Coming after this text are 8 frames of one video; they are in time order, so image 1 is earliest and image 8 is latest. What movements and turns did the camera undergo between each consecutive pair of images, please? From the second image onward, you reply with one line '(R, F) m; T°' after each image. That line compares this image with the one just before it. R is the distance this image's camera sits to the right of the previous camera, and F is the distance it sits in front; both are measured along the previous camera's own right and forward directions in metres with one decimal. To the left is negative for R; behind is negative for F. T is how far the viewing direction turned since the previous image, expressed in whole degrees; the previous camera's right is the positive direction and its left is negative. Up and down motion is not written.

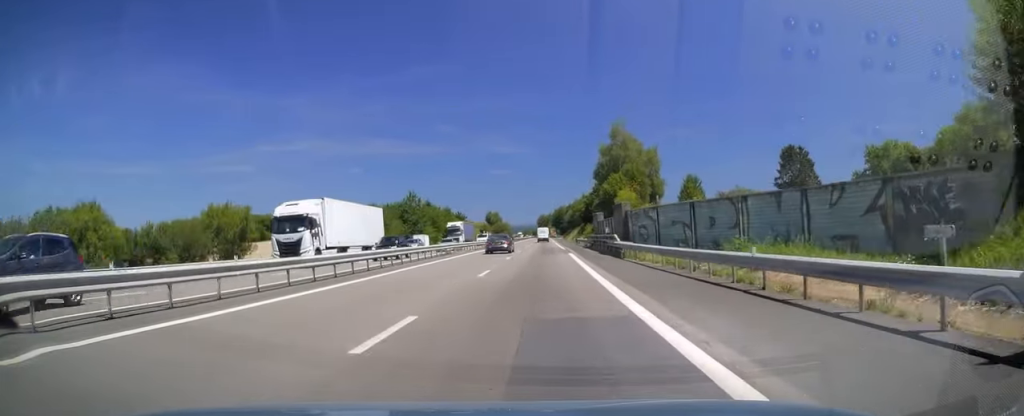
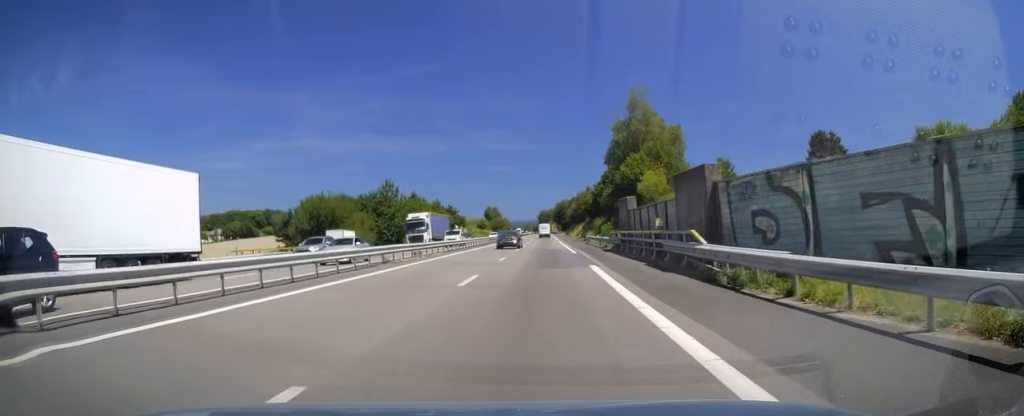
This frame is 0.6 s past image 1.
(0.0, +18.0) m; 0°
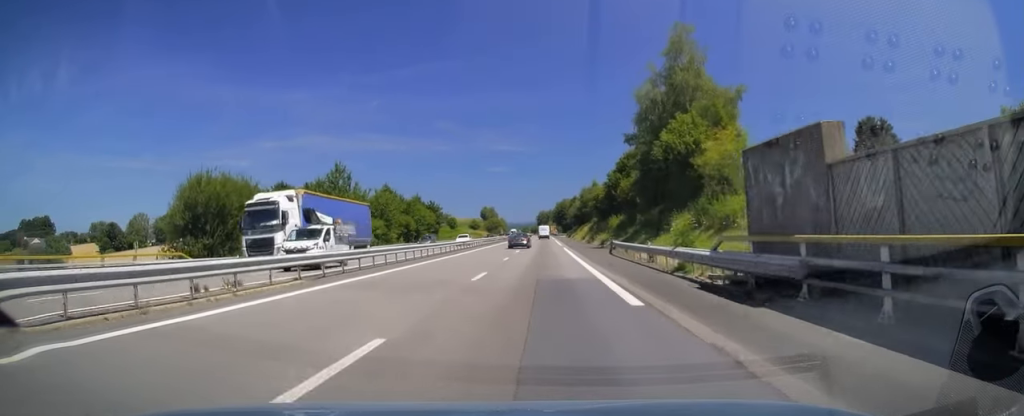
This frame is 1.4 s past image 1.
(-0.1, +23.4) m; 0°
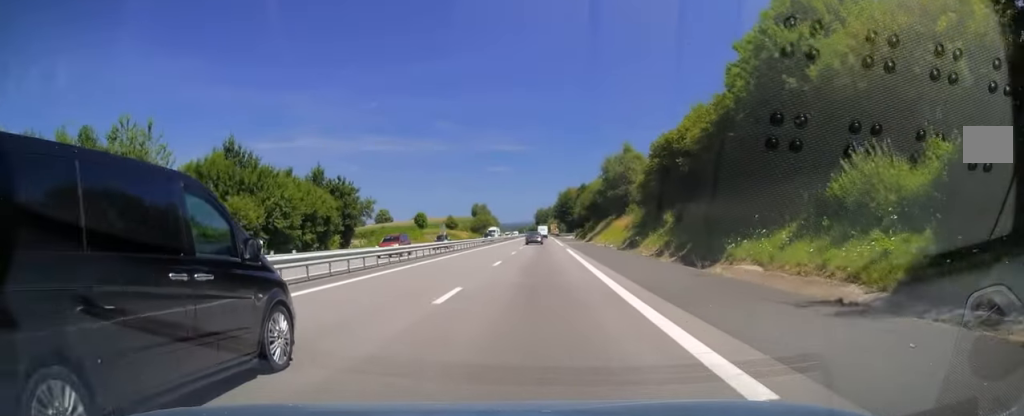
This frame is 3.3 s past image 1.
(+0.6, +58.1) m; 0°
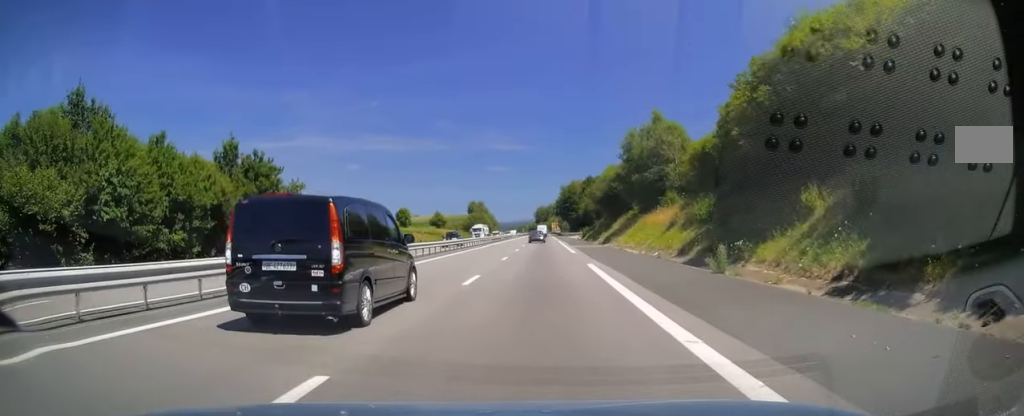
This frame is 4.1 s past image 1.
(-0.1, +22.3) m; 0°
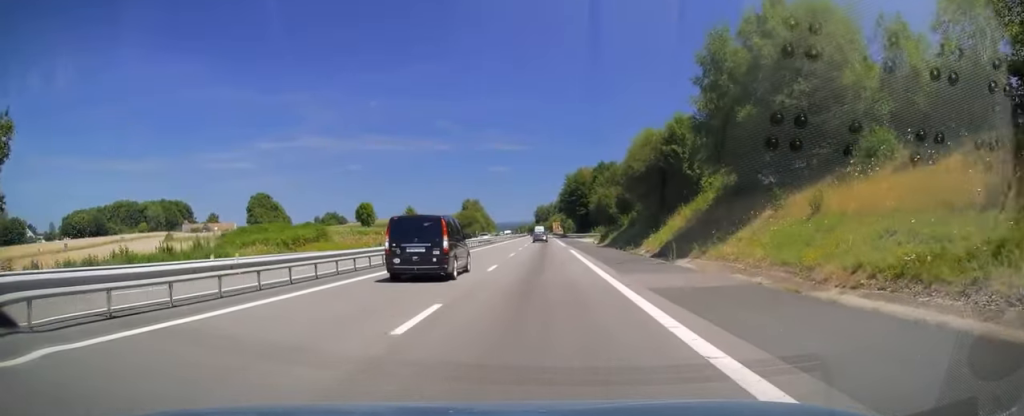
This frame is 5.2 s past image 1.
(0.0, +33.3) m; 0°
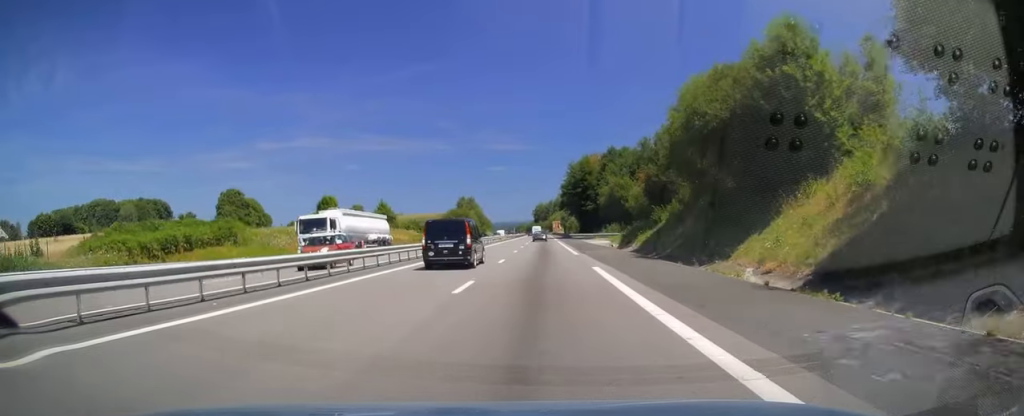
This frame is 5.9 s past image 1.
(0.0, +20.9) m; 0°
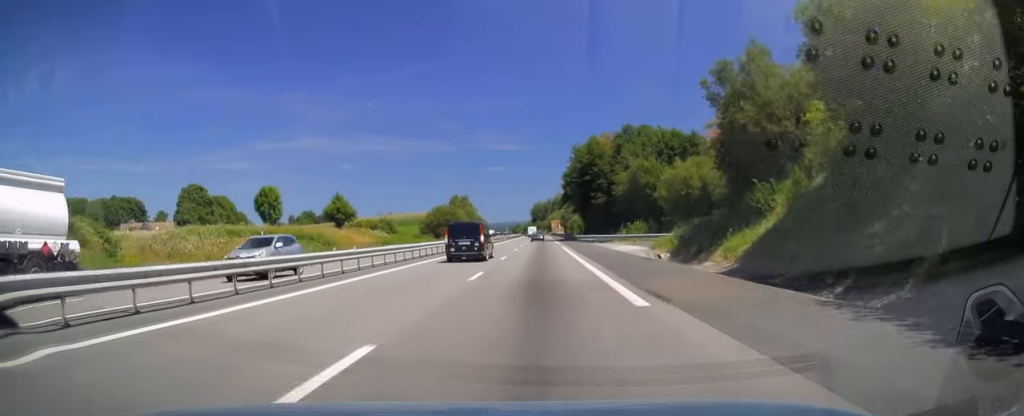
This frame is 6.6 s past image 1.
(0.0, +22.4) m; 0°
